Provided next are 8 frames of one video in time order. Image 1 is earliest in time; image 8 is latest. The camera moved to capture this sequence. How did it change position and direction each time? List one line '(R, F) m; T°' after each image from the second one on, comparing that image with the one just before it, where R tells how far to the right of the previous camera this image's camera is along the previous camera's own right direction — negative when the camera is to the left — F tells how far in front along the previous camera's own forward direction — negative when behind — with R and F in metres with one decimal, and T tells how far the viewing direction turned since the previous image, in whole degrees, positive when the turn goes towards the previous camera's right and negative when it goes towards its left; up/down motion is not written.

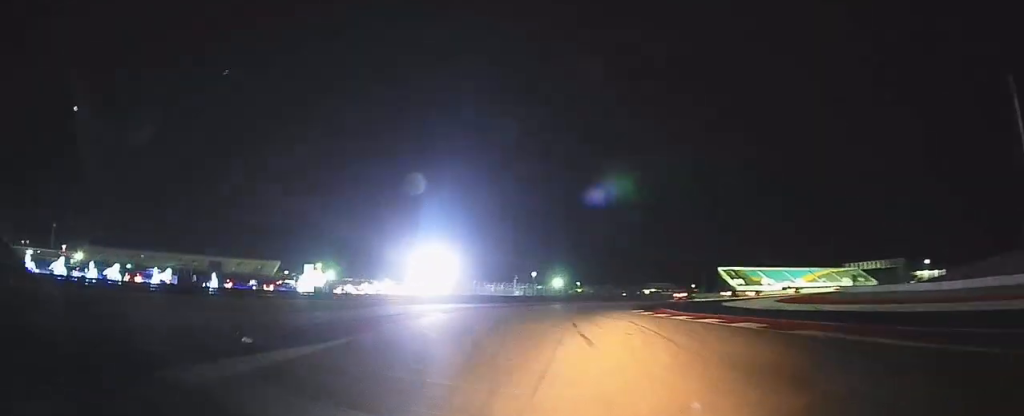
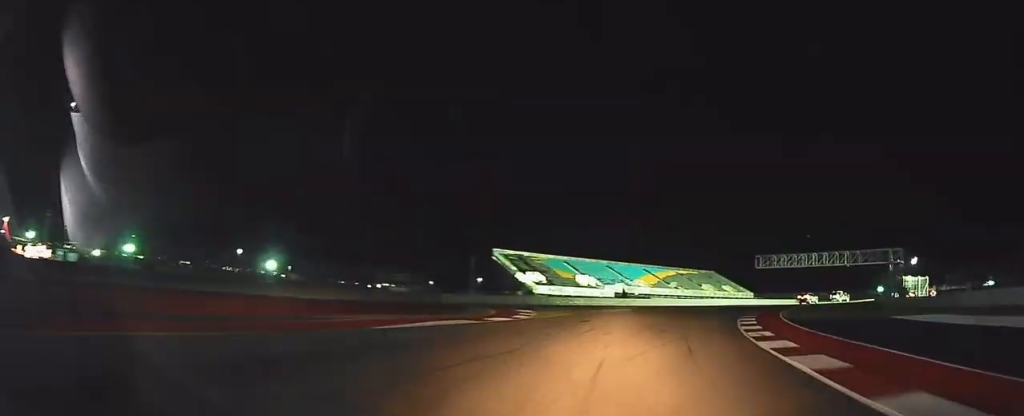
(+12.8, +88.5) m; +32°
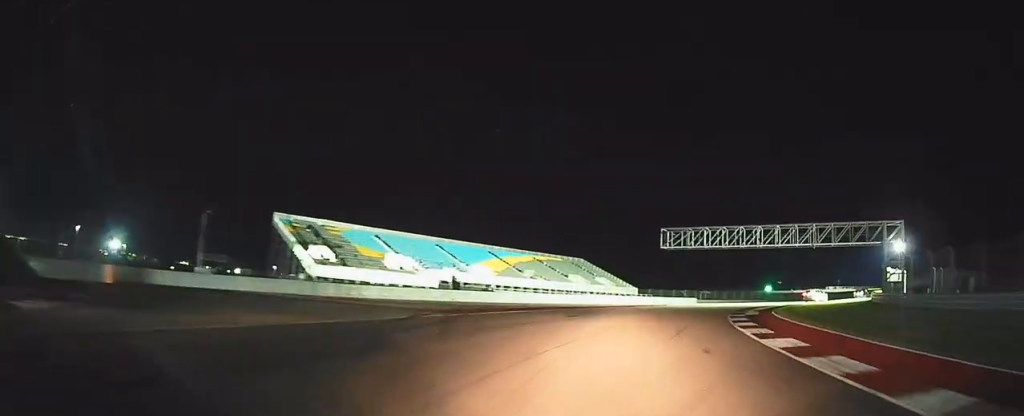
(+6.6, +29.9) m; +16°
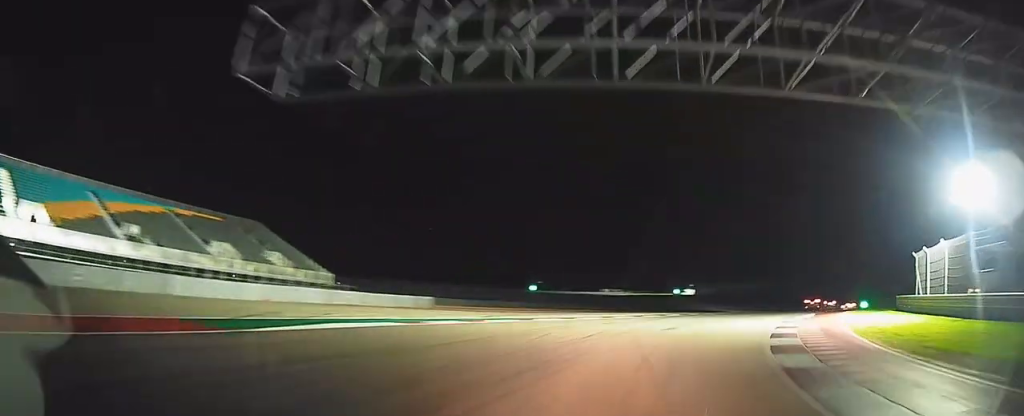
(+7.7, +38.7) m; +19°
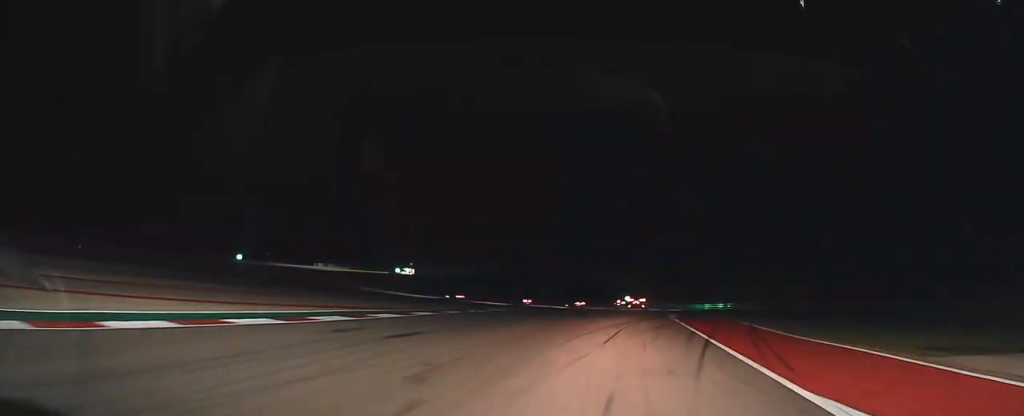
(+6.2, +36.2) m; +11°
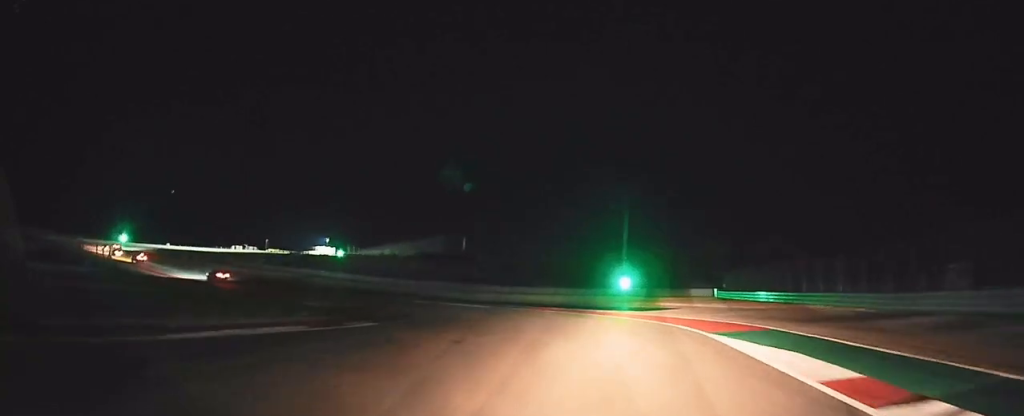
(-0.8, +88.8) m; -22°
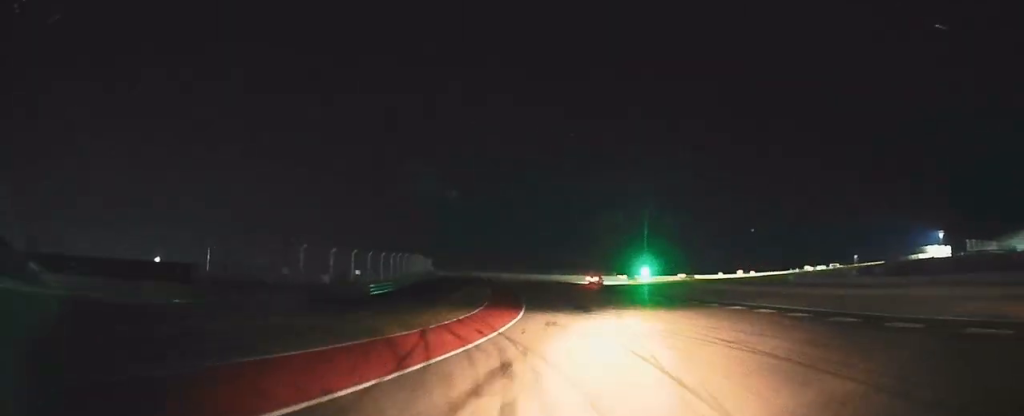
(-32.2, +68.6) m; -31°
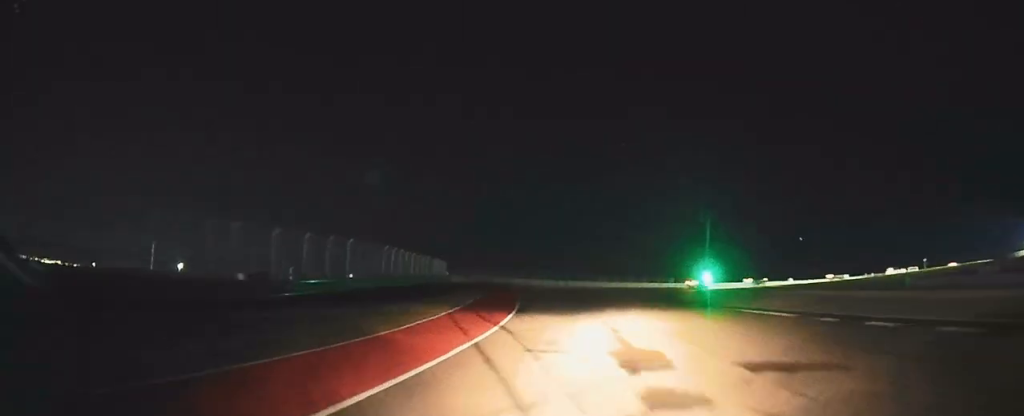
(-0.7, +20.3) m; +2°
